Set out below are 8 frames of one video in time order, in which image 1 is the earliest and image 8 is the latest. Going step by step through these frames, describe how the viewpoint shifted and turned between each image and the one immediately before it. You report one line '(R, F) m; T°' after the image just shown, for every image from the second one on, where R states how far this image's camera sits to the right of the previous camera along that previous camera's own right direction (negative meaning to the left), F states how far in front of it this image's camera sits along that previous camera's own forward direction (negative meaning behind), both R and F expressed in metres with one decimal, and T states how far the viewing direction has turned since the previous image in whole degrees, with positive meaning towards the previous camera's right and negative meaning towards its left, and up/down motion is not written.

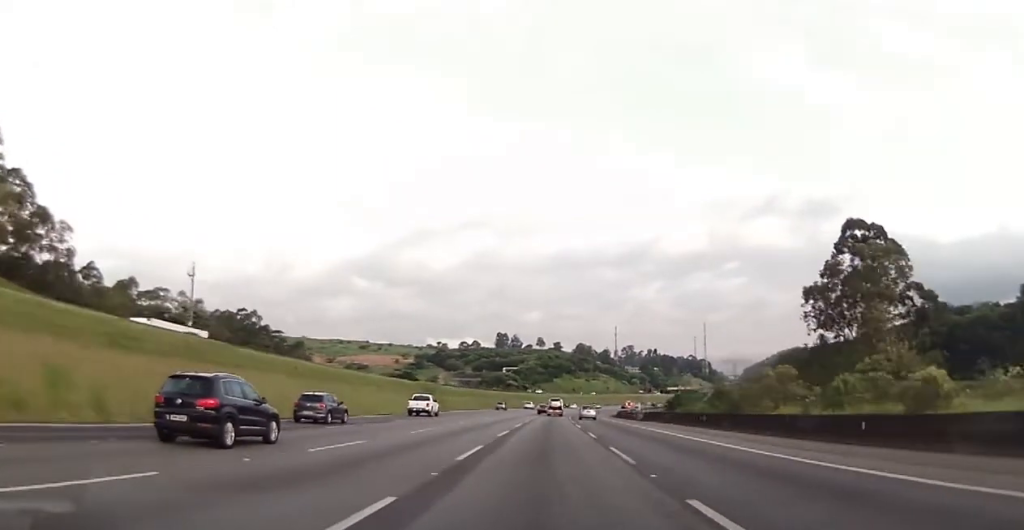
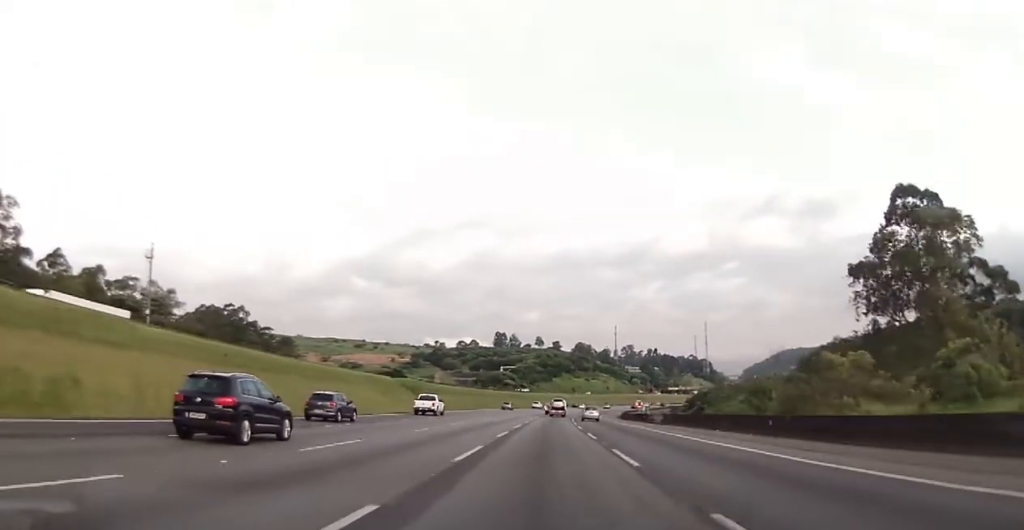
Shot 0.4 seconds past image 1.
(+0.1, +12.9) m; 0°
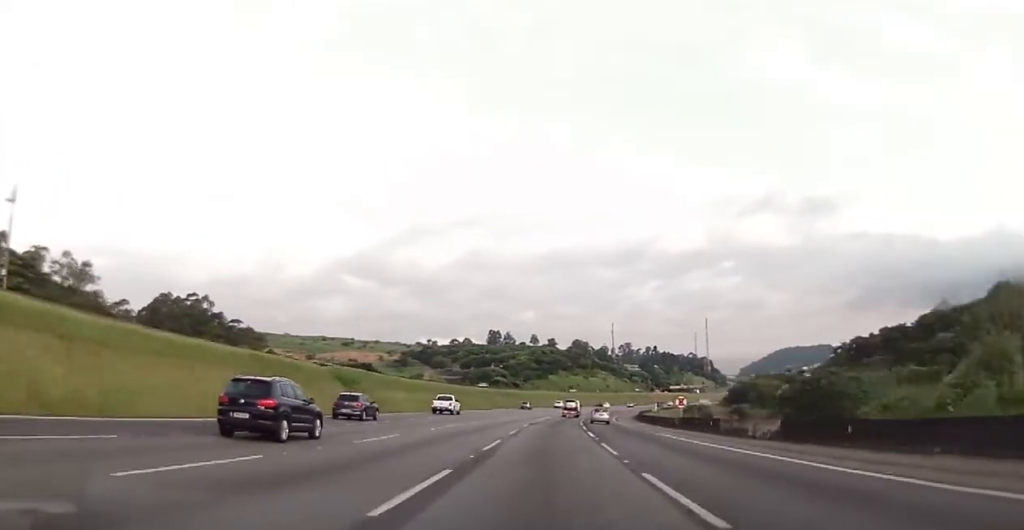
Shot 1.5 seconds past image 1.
(+0.3, +30.5) m; +1°
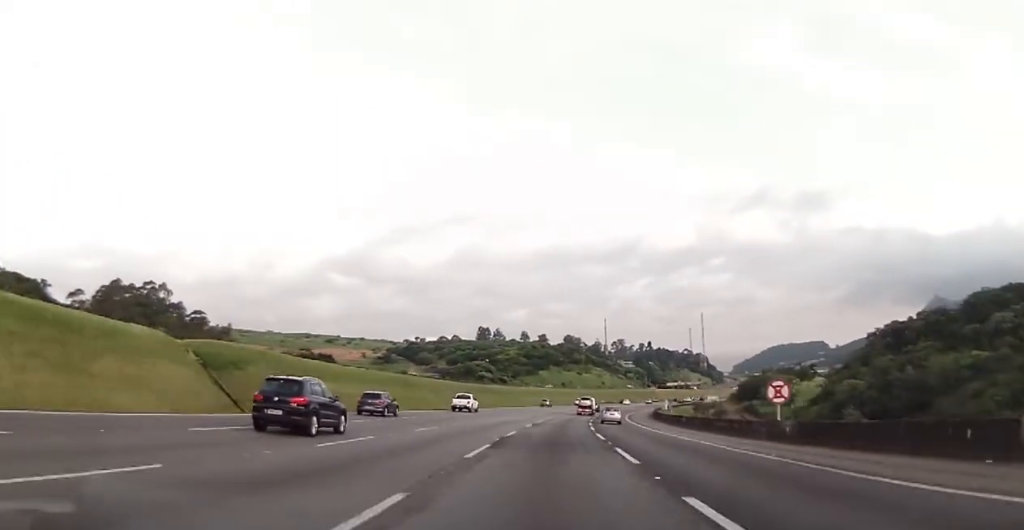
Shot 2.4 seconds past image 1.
(+0.1, +27.3) m; 0°
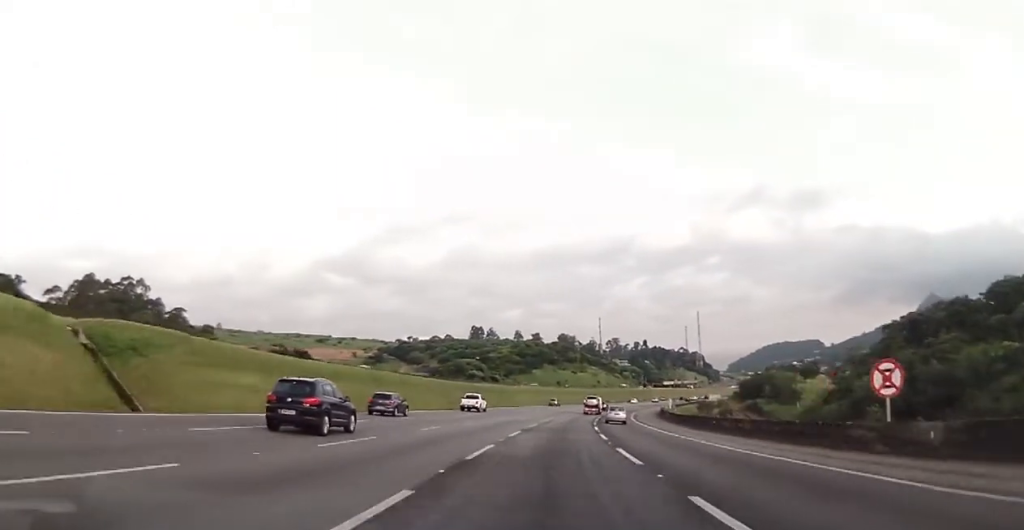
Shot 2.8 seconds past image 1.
(0.0, +11.7) m; 0°
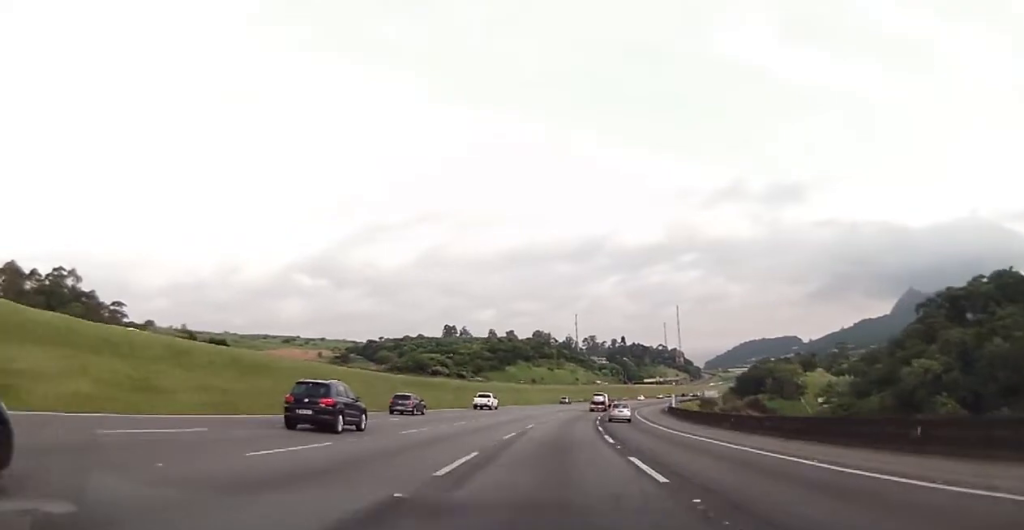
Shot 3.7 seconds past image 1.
(+0.2, +27.2) m; +1°
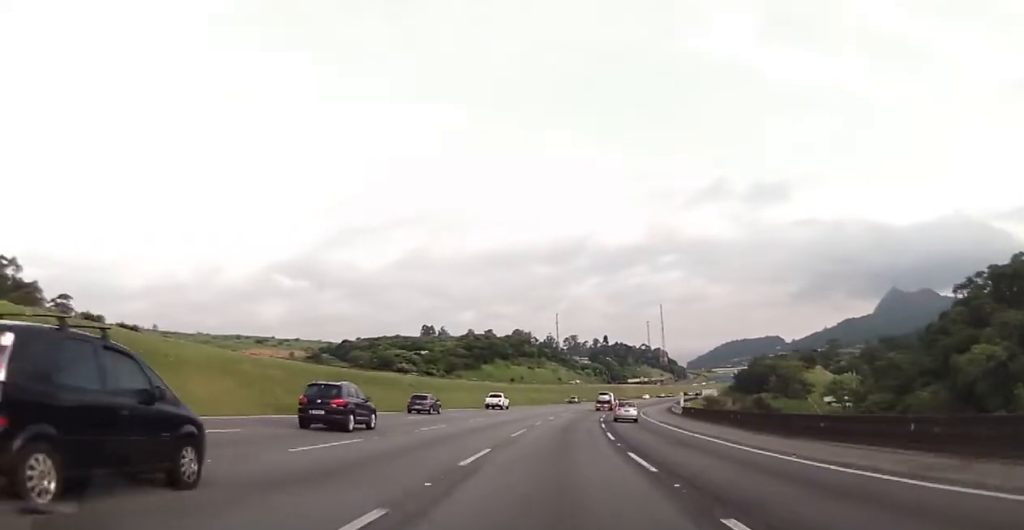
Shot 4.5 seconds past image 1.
(+0.2, +21.3) m; +2°
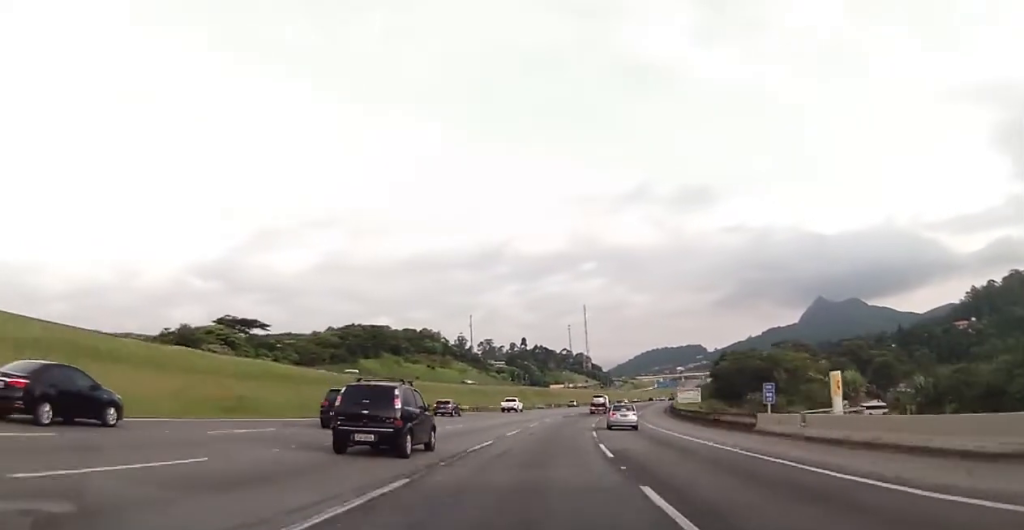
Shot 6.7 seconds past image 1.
(+3.7, +65.8) m; +6°
